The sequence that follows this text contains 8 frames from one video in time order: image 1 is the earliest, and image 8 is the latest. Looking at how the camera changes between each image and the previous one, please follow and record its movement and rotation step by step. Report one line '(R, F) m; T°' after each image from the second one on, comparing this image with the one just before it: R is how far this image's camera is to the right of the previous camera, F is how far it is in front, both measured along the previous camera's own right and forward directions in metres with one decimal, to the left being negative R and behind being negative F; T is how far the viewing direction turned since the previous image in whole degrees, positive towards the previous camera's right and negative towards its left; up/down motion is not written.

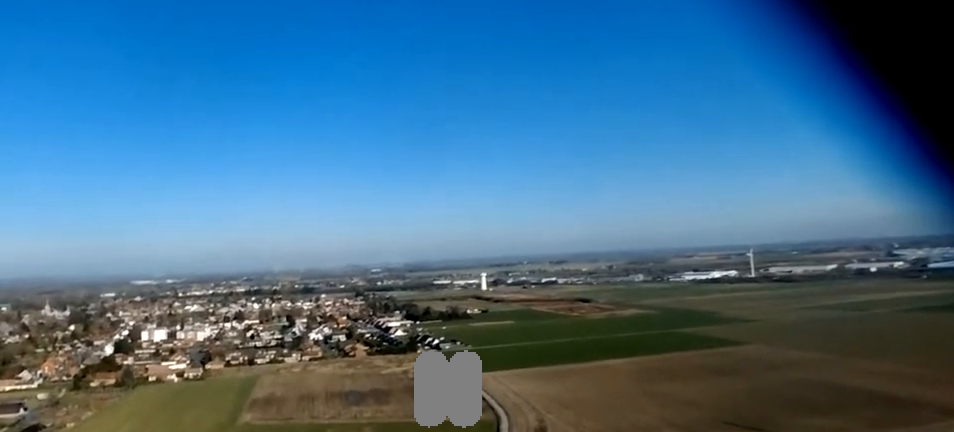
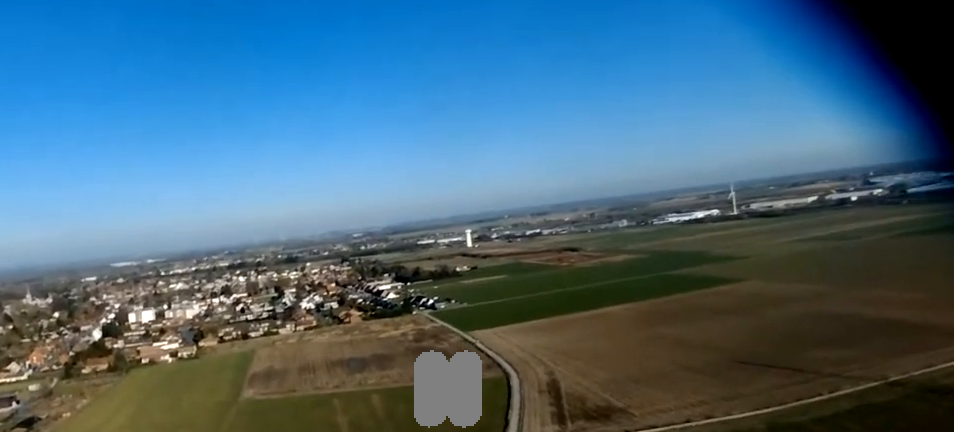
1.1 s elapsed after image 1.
(0.0, +15.9) m; +3°
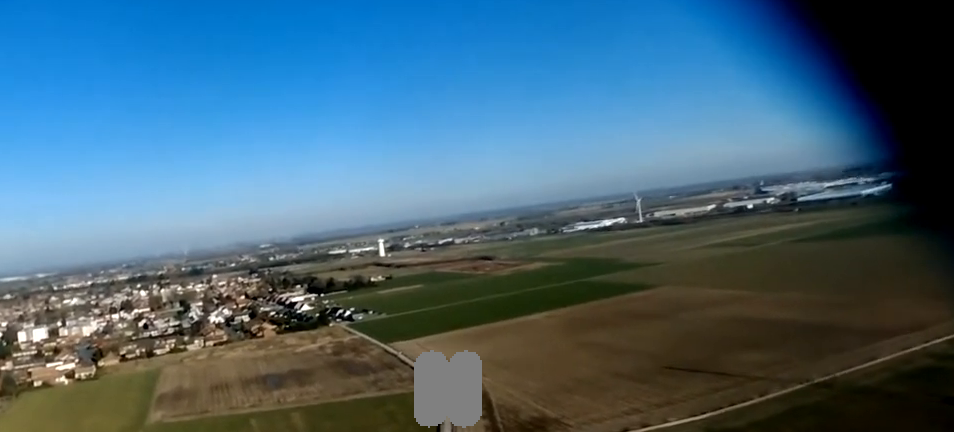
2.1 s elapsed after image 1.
(+0.8, +14.2) m; +3°
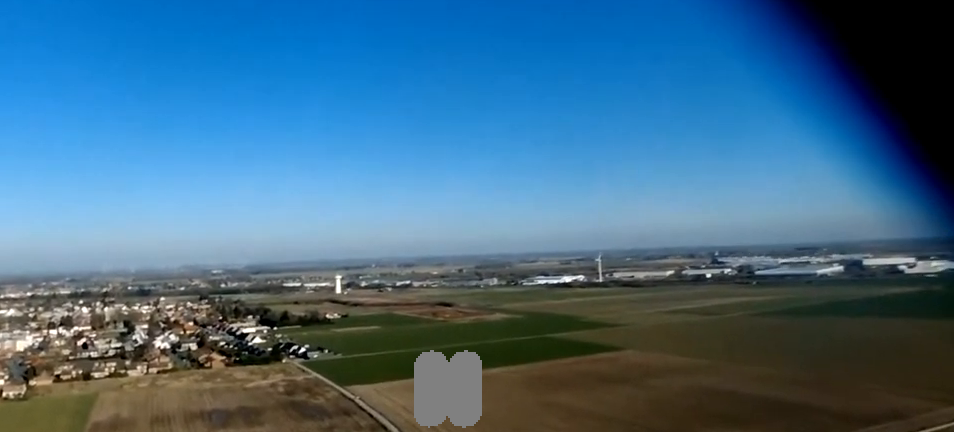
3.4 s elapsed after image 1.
(-0.3, +21.1) m; +3°
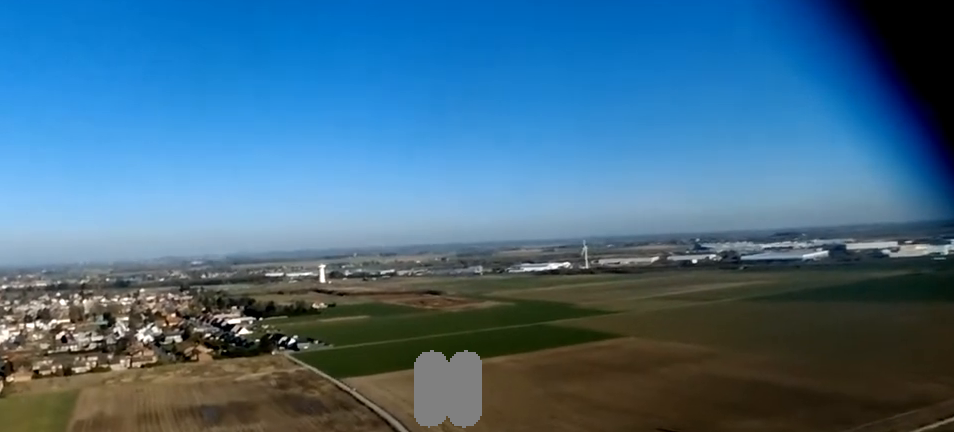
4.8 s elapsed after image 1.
(+2.2, +21.8) m; +6°
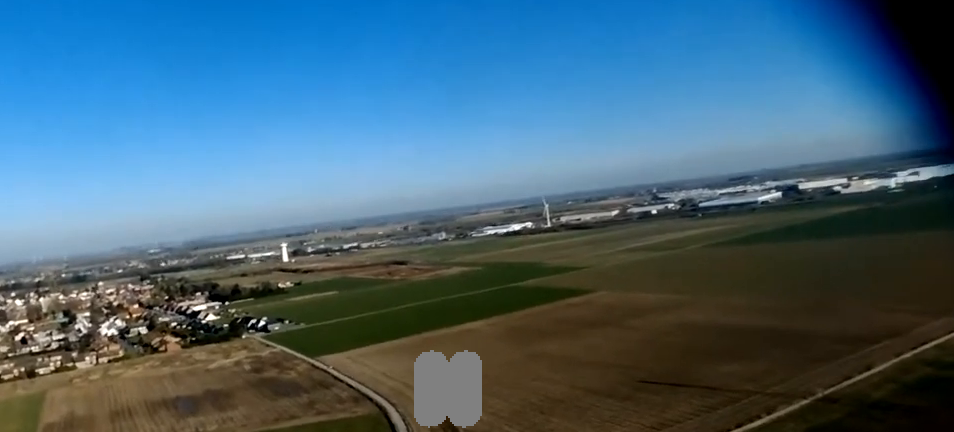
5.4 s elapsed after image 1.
(+0.3, +9.1) m; -1°
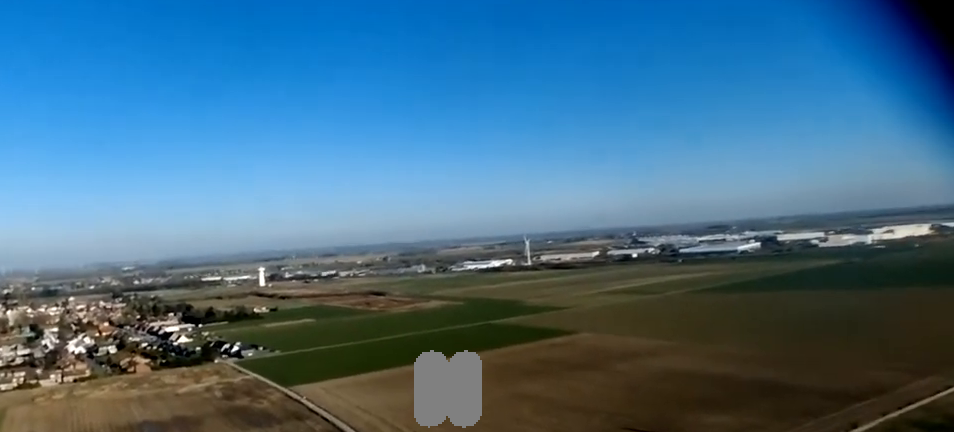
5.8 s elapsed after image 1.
(-0.3, +5.8) m; +1°
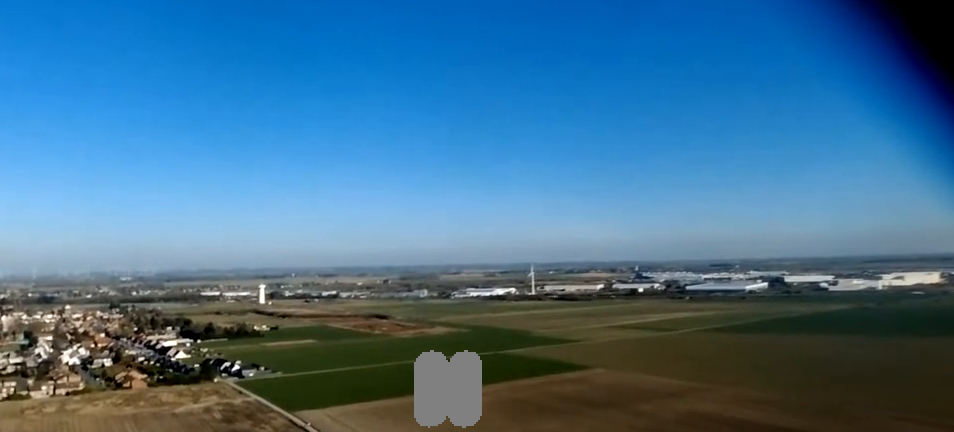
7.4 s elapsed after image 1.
(+1.1, +20.4) m; +4°
